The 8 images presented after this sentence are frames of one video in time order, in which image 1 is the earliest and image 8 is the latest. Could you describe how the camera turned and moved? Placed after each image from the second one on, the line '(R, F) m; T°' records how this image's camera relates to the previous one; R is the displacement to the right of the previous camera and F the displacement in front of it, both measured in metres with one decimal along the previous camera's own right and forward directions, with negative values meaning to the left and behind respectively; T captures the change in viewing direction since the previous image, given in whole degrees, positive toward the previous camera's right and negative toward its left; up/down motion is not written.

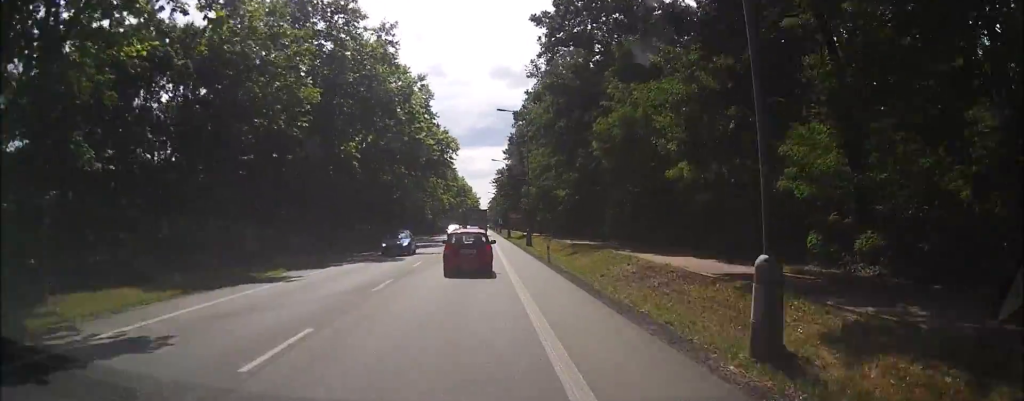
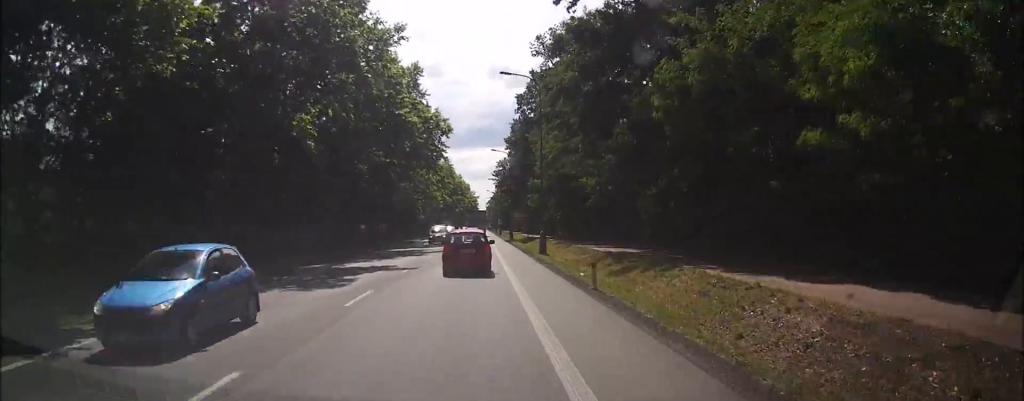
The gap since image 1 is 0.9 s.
(-0.1, +12.1) m; 0°
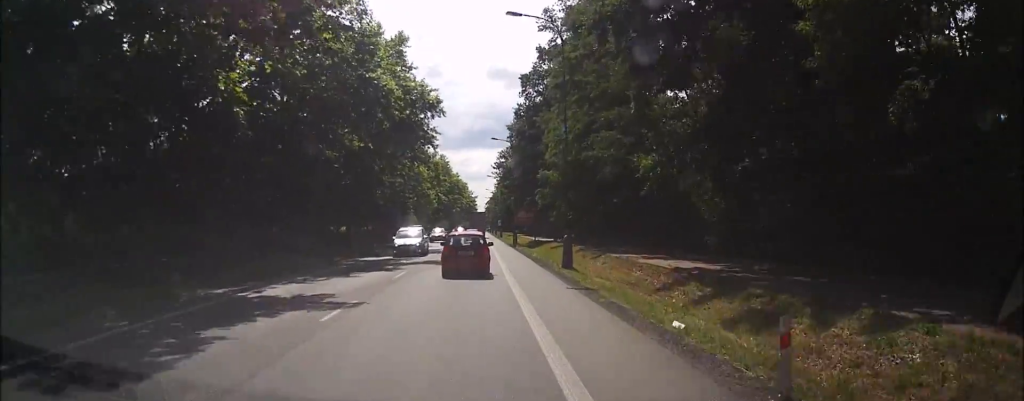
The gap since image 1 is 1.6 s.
(-0.1, +10.8) m; 0°
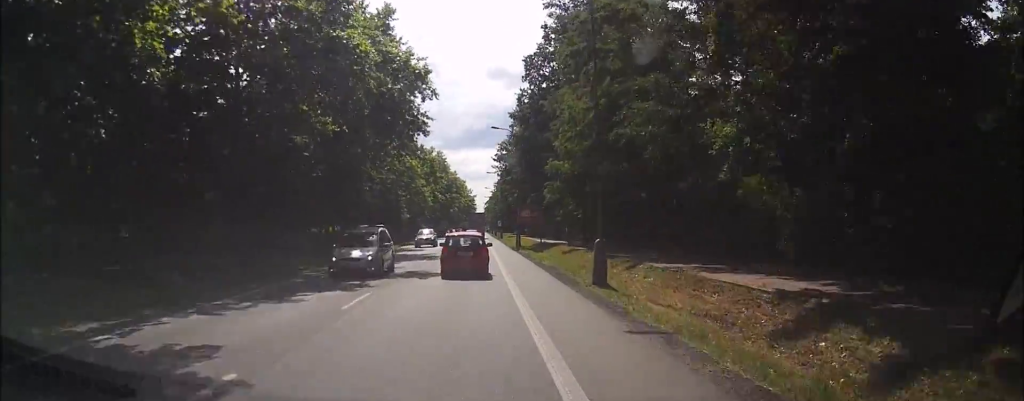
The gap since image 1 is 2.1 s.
(+0.1, +7.1) m; +1°
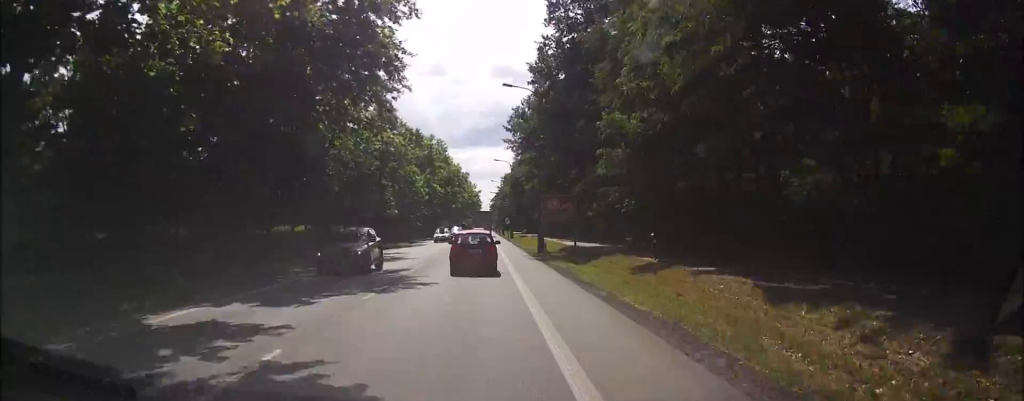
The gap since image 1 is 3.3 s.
(+0.1, +16.4) m; 0°
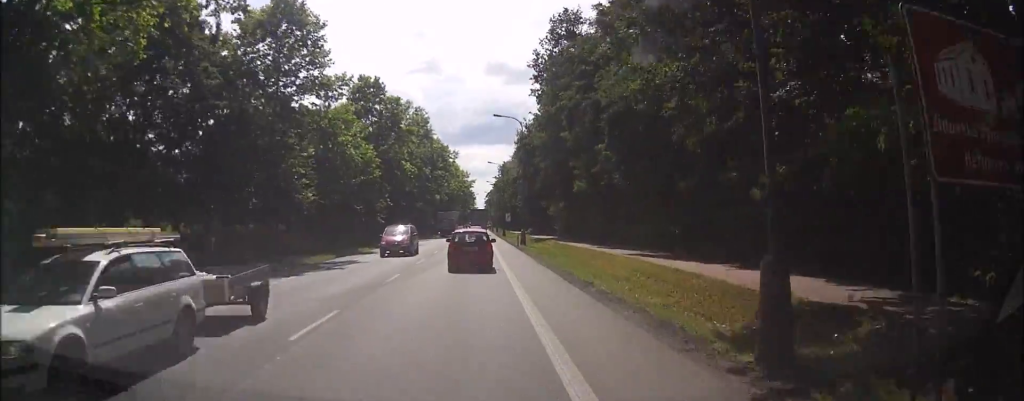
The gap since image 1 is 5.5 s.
(-0.2, +31.0) m; -1°
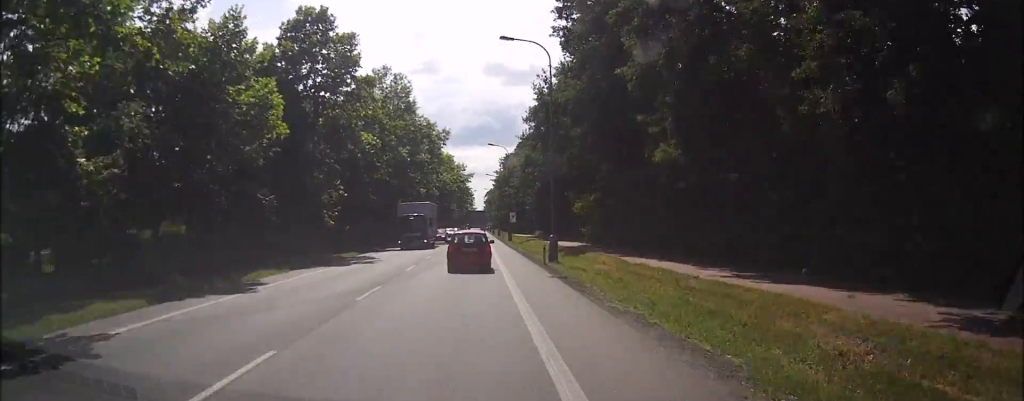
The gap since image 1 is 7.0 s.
(0.0, +20.7) m; 0°
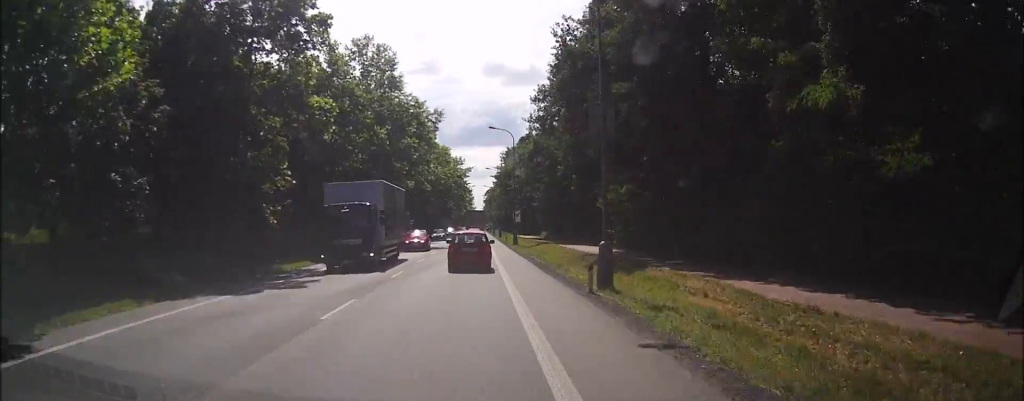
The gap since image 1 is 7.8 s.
(0.0, +11.7) m; 0°
